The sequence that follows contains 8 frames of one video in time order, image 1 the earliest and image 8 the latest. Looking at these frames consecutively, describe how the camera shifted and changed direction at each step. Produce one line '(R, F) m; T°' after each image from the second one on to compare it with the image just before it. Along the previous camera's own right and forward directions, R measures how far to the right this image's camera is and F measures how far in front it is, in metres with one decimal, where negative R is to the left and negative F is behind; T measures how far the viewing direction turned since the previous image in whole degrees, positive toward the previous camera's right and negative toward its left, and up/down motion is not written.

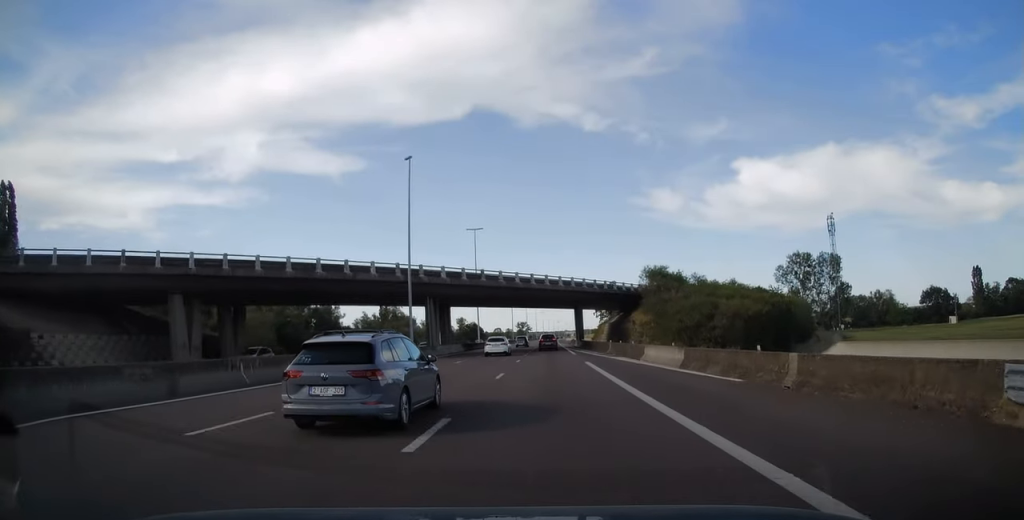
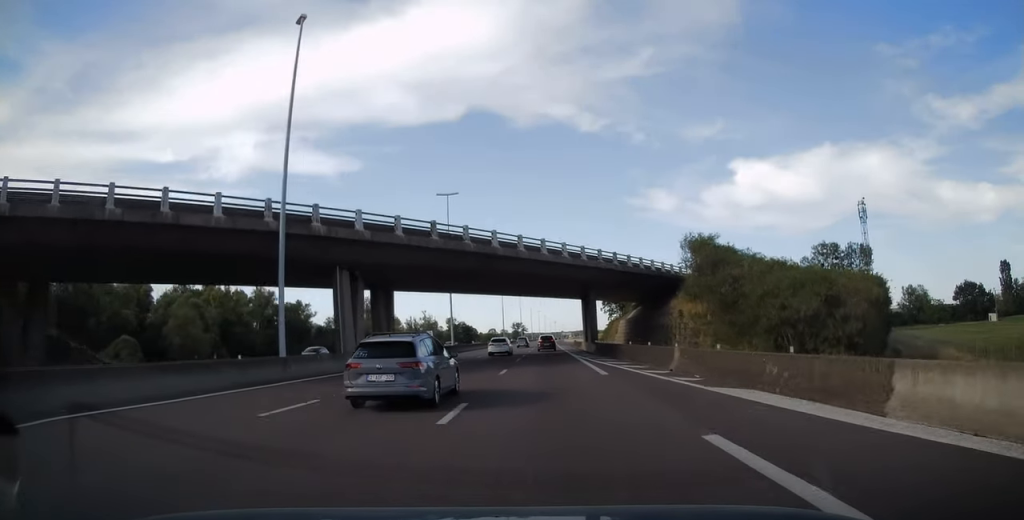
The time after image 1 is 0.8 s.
(+0.1, +23.7) m; 0°
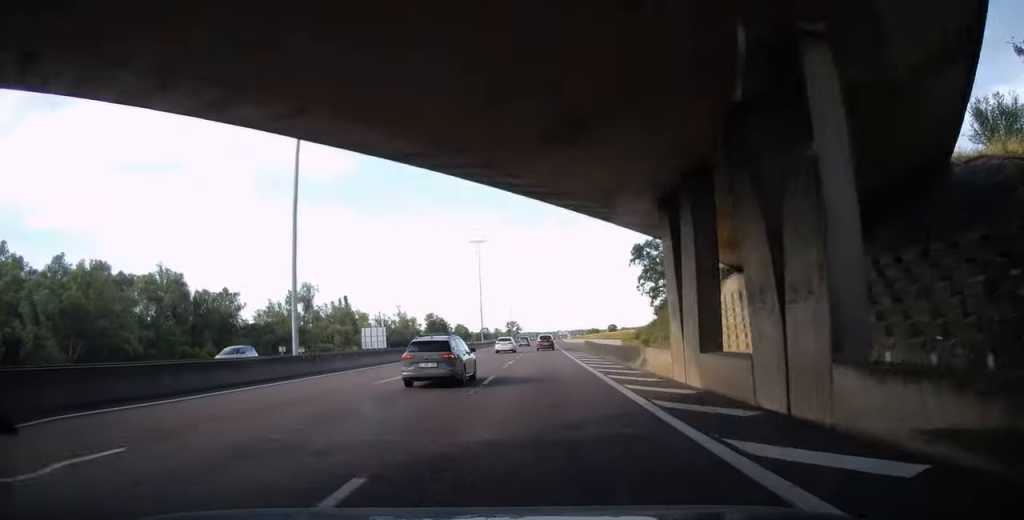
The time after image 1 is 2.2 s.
(+0.2, +43.8) m; +1°
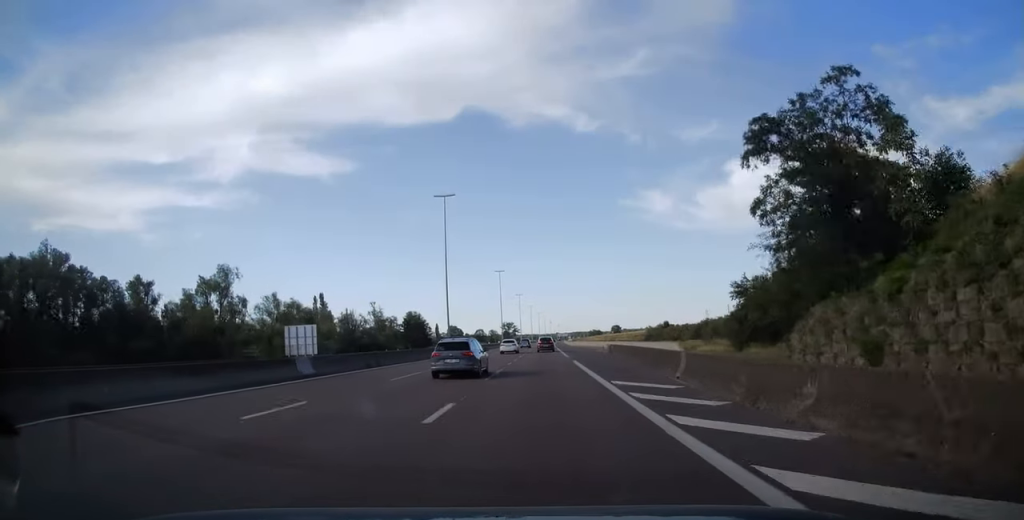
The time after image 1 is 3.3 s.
(+0.1, +34.9) m; 0°
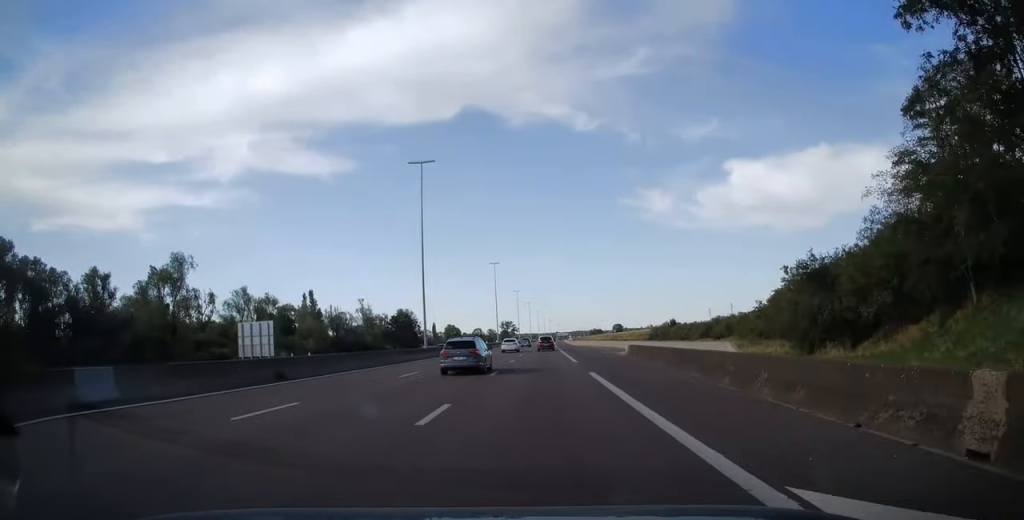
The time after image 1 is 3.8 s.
(0.0, +13.4) m; 0°
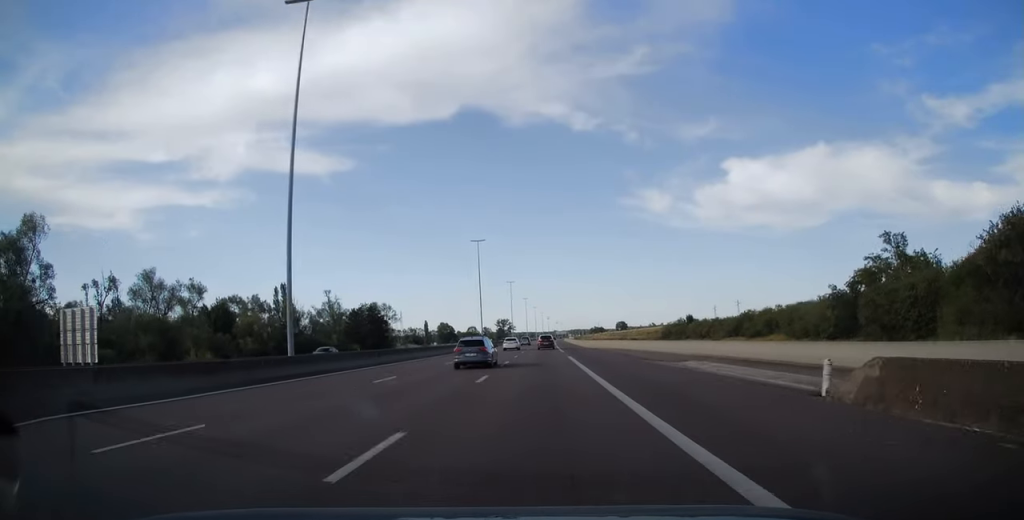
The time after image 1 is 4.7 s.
(0.0, +29.8) m; 0°
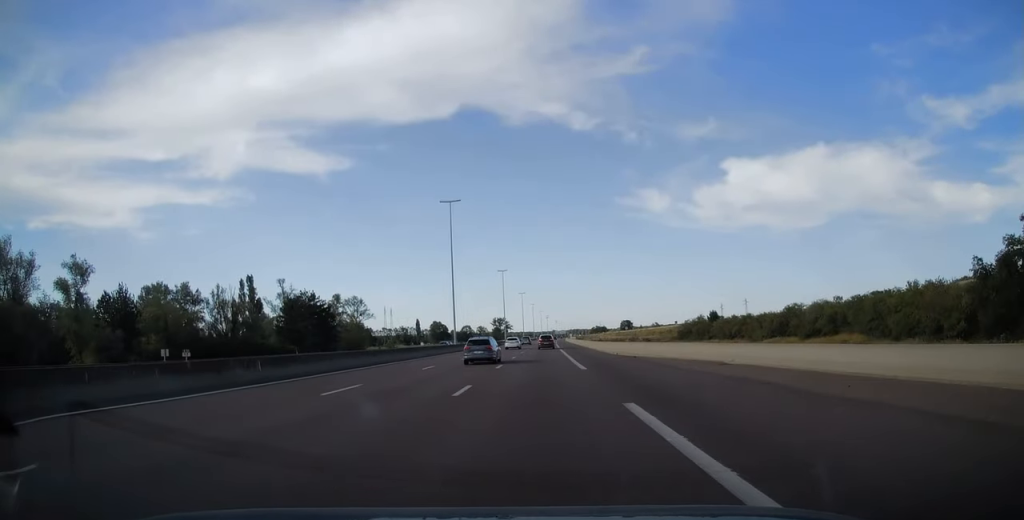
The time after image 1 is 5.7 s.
(0.0, +30.4) m; 0°
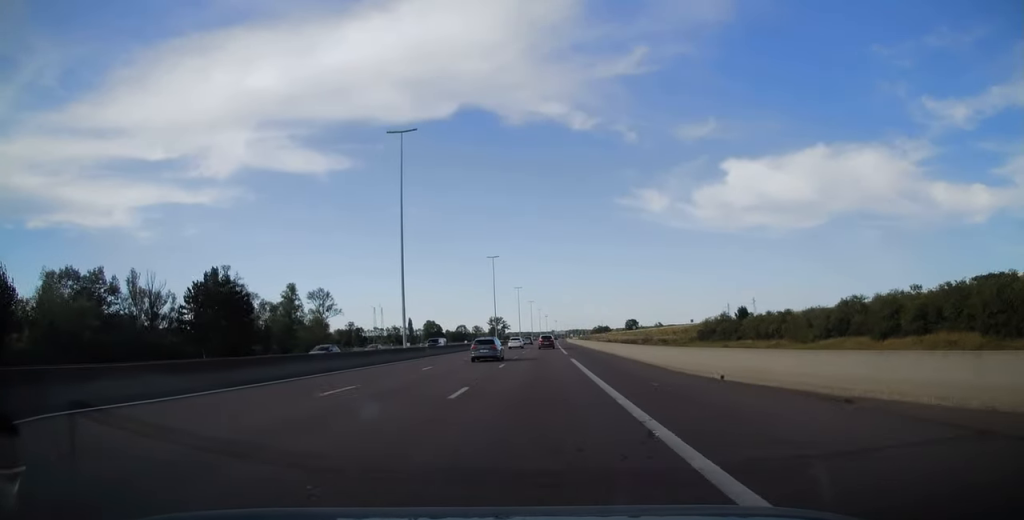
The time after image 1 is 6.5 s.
(+0.1, +26.3) m; 0°
